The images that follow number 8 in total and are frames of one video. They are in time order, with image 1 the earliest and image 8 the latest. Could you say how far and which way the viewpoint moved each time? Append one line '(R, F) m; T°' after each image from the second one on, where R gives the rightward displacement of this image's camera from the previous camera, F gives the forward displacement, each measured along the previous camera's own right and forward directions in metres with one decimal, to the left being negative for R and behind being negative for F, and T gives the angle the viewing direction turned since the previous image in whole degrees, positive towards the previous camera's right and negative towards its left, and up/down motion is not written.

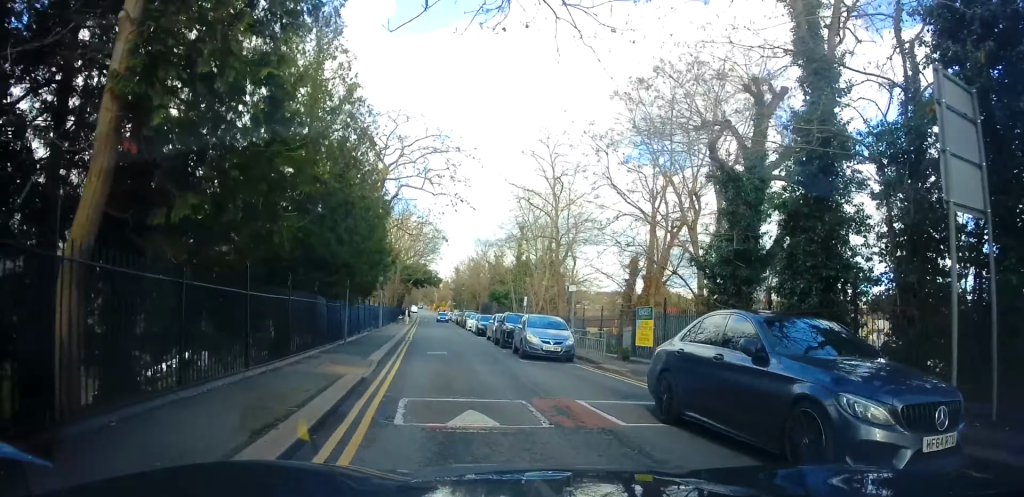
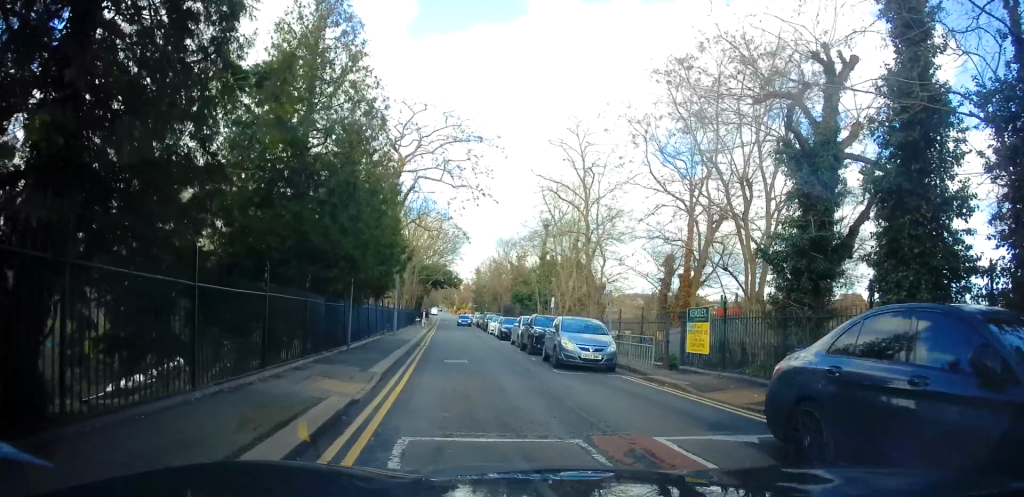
(0.0, +2.3) m; -1°
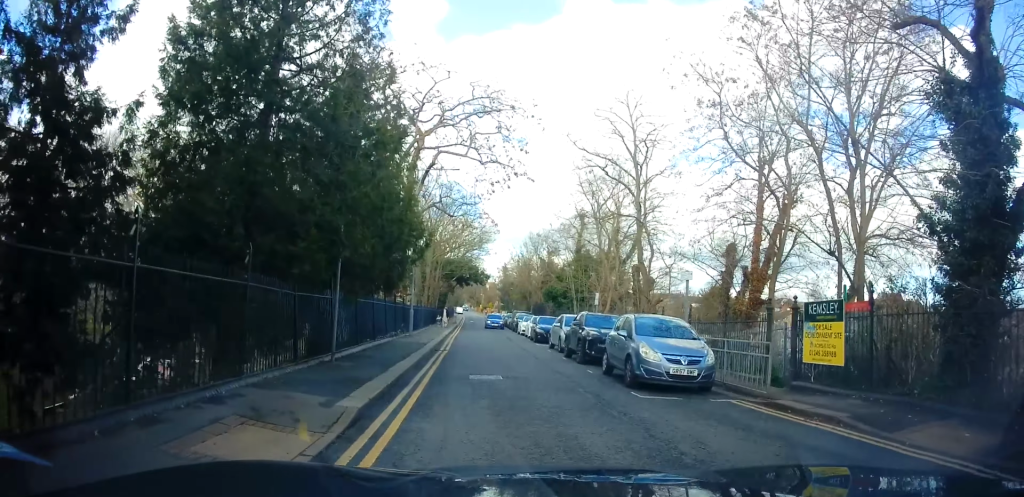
(-0.1, +4.7) m; -2°
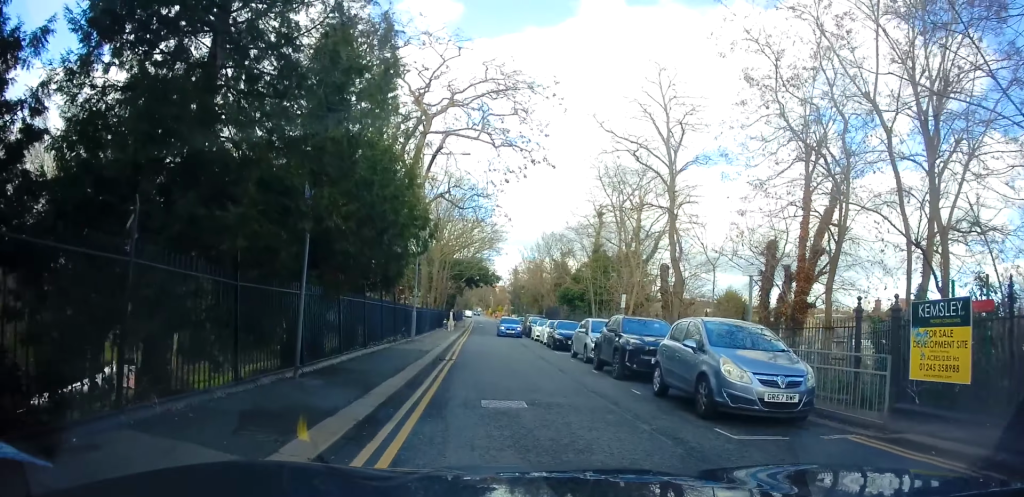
(-0.1, +3.6) m; -1°
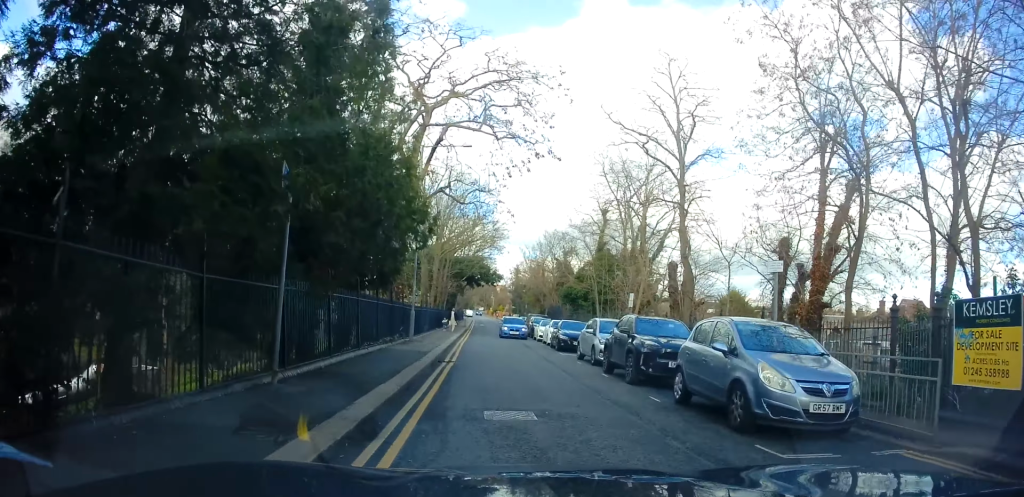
(0.0, +1.3) m; 0°
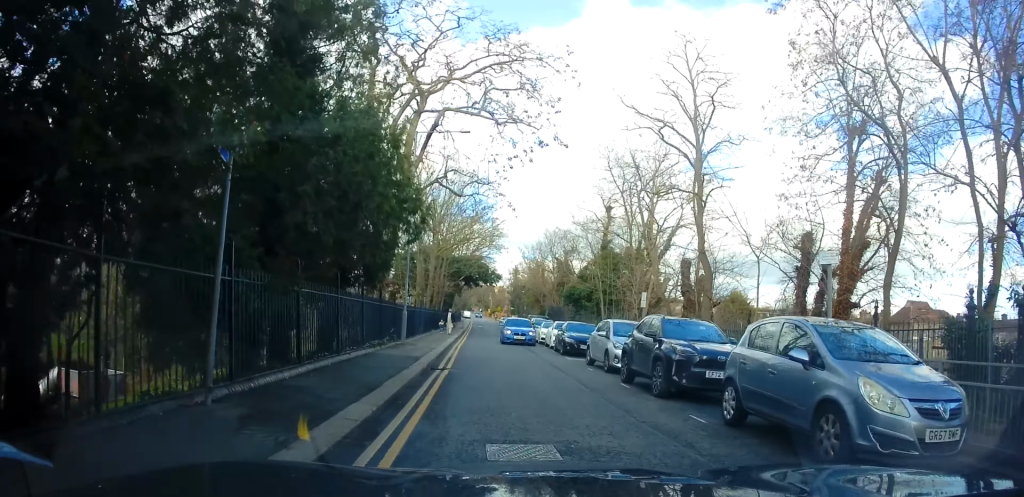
(0.0, +2.3) m; 0°
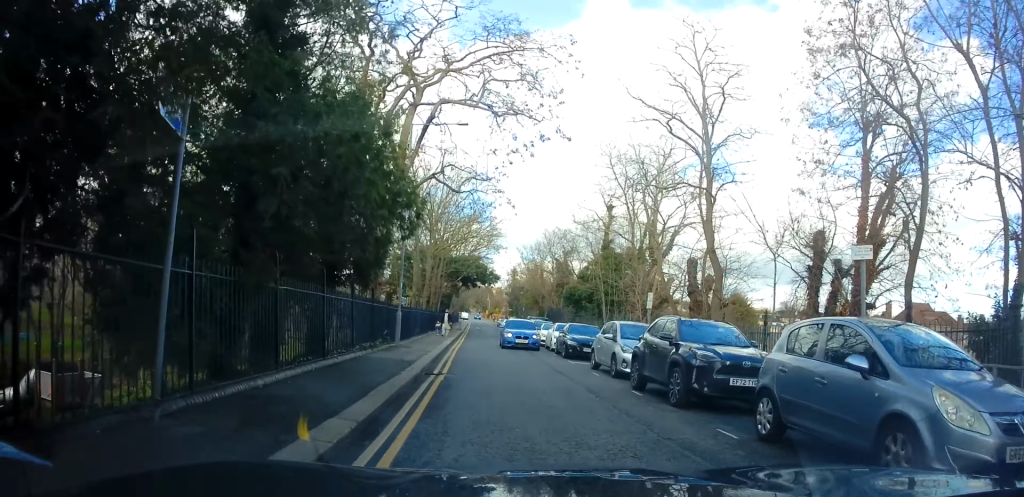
(0.0, +1.1) m; 0°
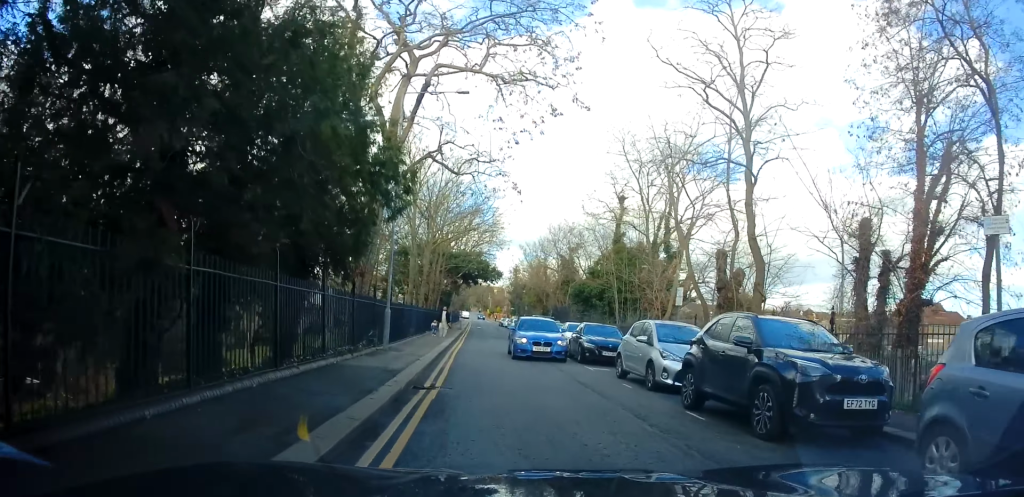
(0.0, +2.5) m; 0°
